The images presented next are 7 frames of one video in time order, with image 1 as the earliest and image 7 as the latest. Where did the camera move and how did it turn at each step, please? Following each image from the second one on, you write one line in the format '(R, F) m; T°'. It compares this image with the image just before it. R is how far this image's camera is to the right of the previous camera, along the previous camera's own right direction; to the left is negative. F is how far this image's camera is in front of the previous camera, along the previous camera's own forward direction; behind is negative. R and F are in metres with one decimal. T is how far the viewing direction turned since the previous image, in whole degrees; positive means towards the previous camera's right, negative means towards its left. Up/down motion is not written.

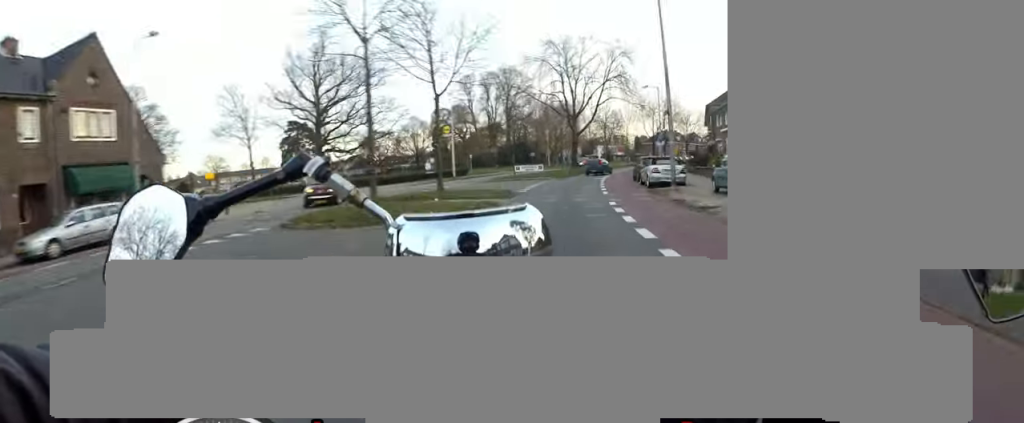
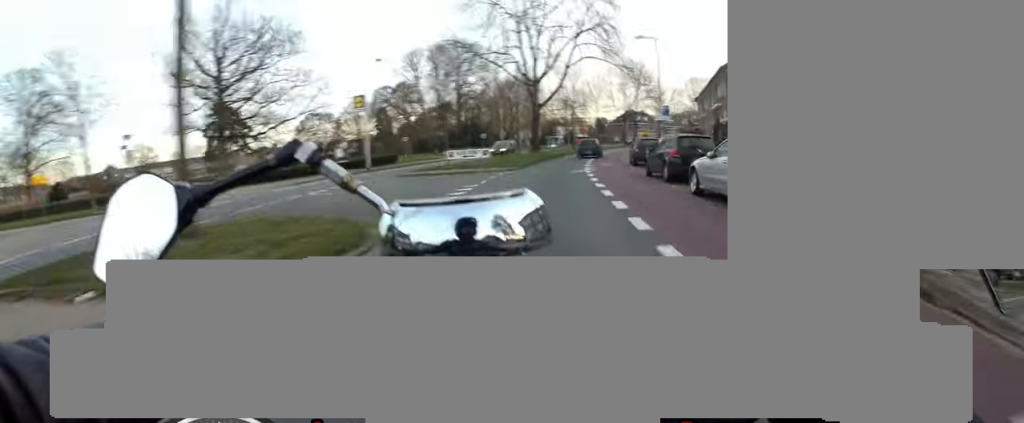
(-0.2, +13.3) m; +1°
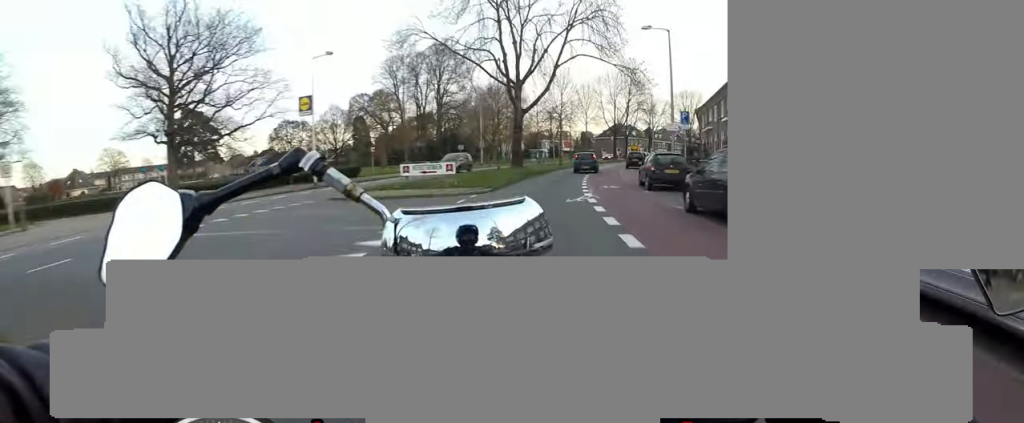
(-0.3, +6.1) m; +2°
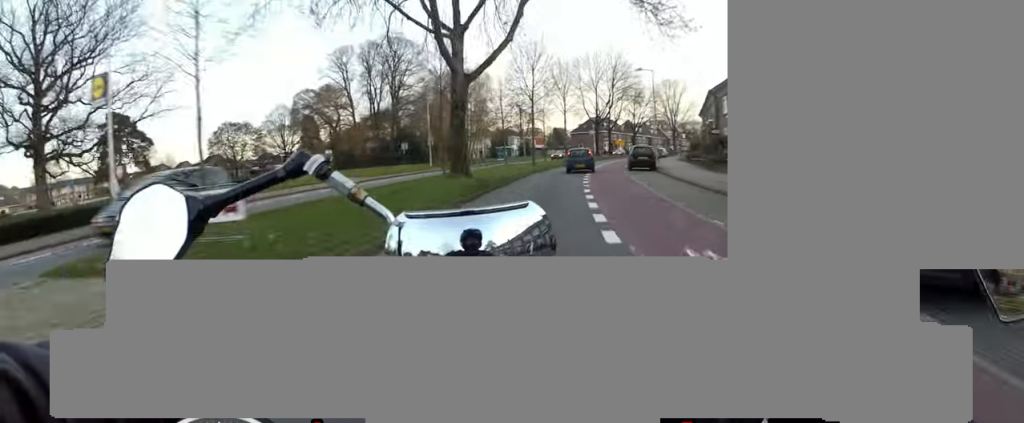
(+1.4, +13.1) m; +10°
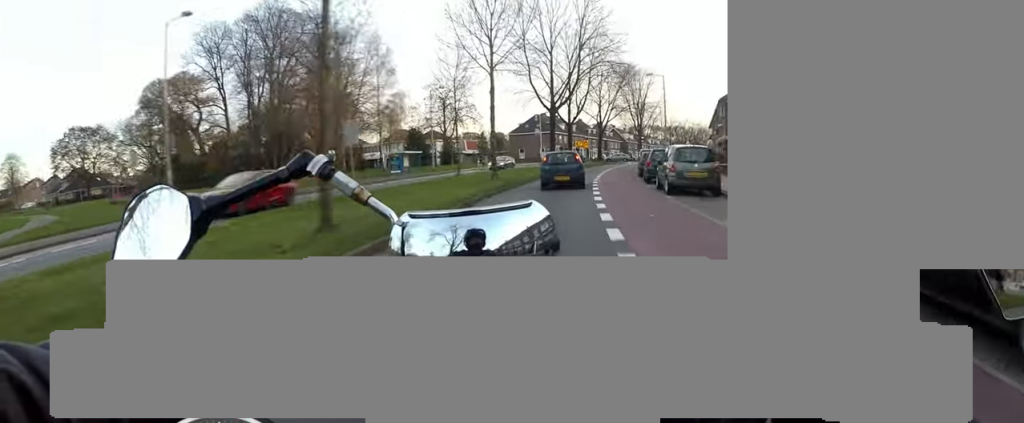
(+2.6, +27.1) m; +4°
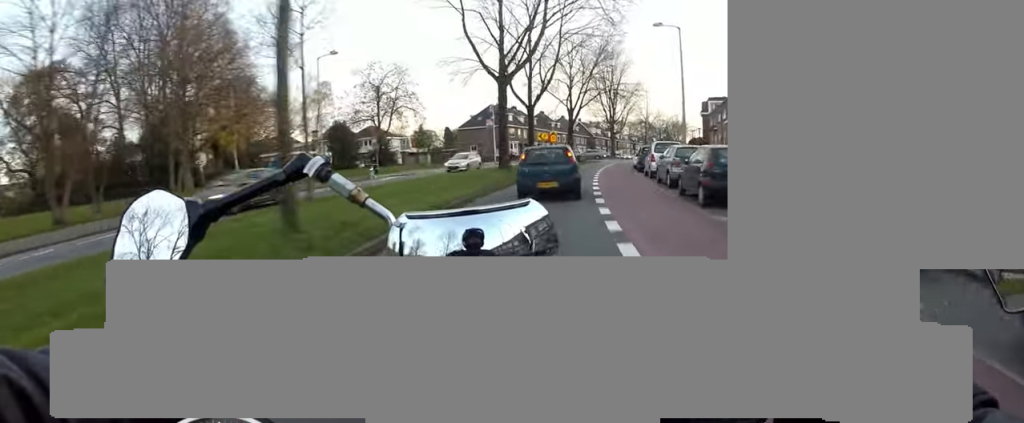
(-0.5, +14.4) m; +5°
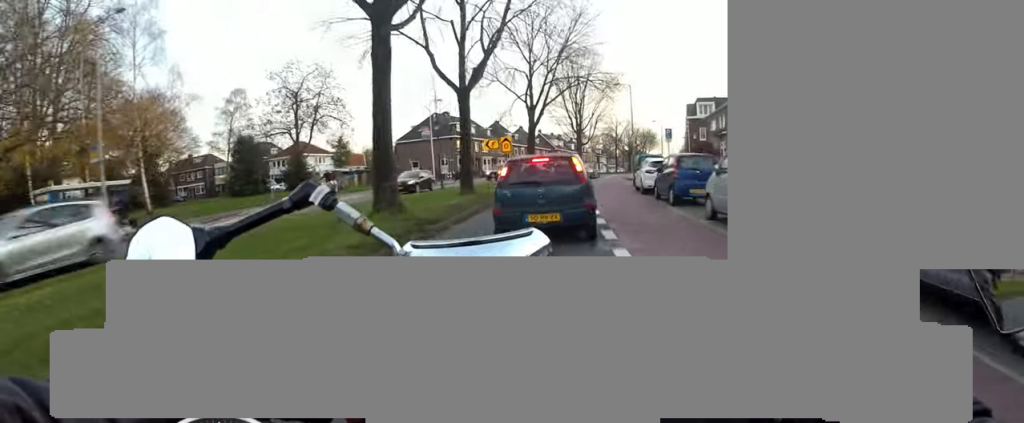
(+1.7, +11.2) m; +9°
